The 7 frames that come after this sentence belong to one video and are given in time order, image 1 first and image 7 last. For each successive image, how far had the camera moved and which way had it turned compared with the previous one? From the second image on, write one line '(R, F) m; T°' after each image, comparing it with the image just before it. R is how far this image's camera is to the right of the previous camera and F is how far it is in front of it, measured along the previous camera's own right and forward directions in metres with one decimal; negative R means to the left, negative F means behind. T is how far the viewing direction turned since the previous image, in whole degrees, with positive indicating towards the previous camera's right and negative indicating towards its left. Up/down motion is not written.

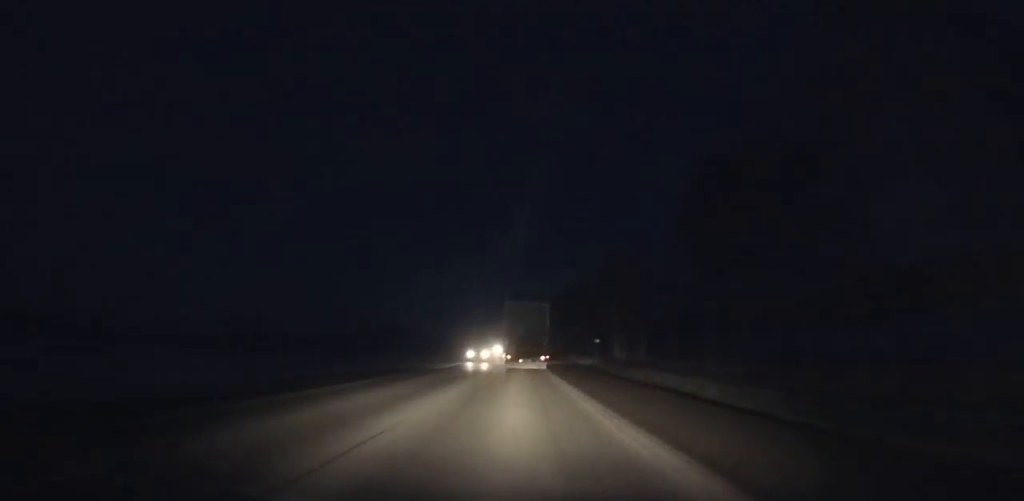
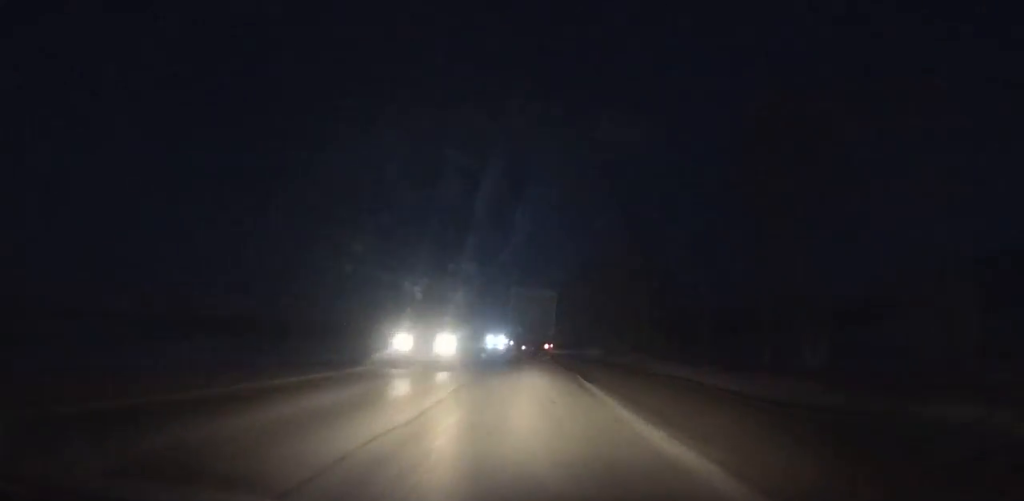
(+0.3, +38.6) m; 0°
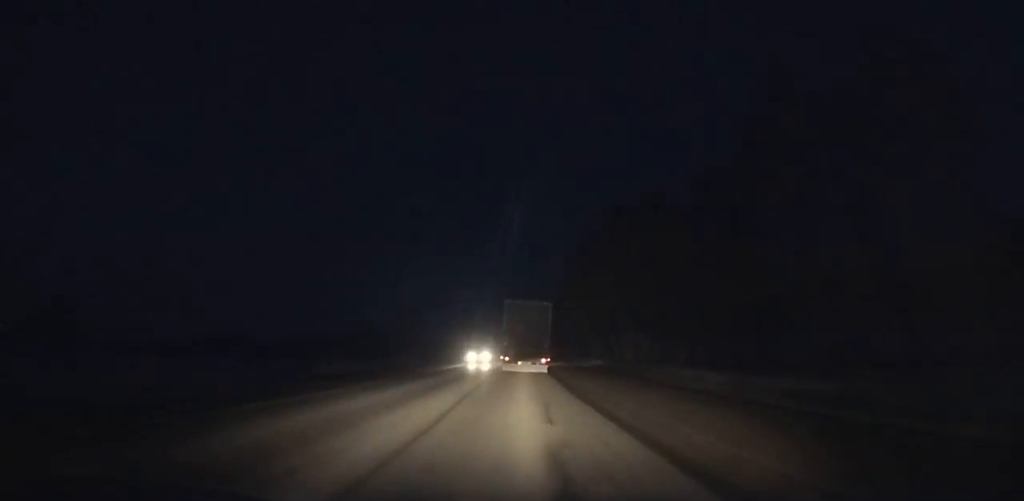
(+0.1, +45.6) m; 0°
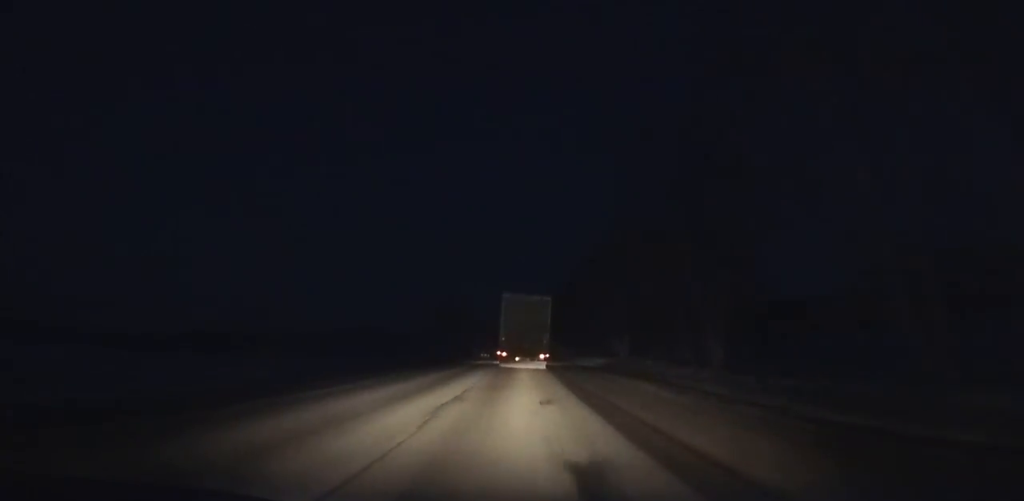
(+0.1, +46.4) m; 0°
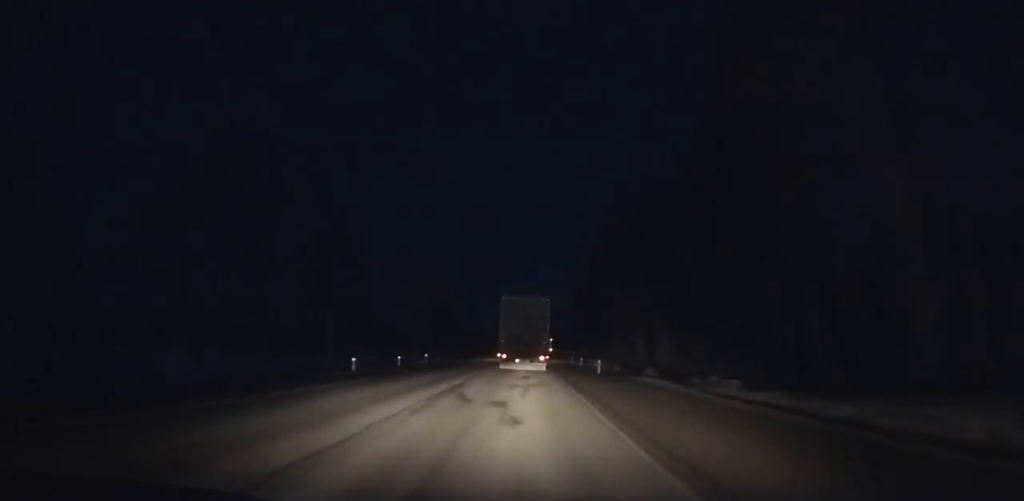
(+0.1, +93.0) m; 0°
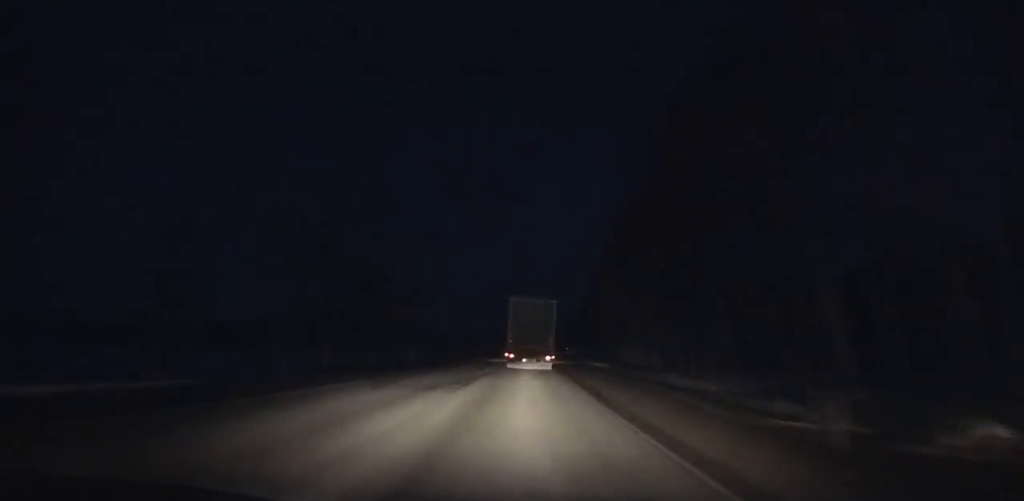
(0.0, +41.9) m; +1°
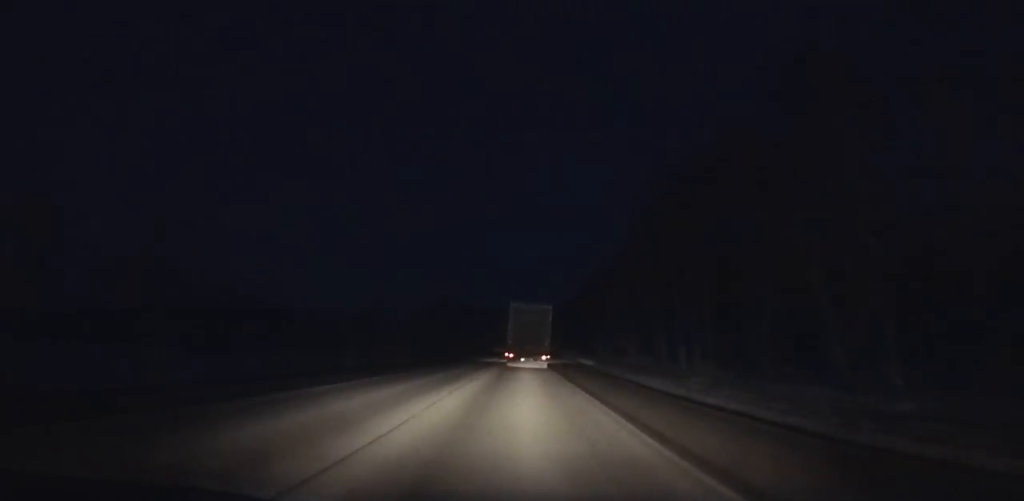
(+2.9, +113.0) m; +3°
